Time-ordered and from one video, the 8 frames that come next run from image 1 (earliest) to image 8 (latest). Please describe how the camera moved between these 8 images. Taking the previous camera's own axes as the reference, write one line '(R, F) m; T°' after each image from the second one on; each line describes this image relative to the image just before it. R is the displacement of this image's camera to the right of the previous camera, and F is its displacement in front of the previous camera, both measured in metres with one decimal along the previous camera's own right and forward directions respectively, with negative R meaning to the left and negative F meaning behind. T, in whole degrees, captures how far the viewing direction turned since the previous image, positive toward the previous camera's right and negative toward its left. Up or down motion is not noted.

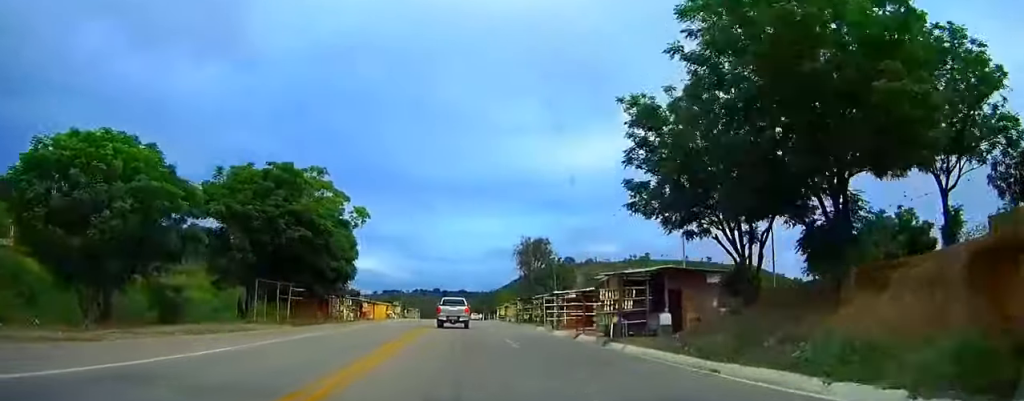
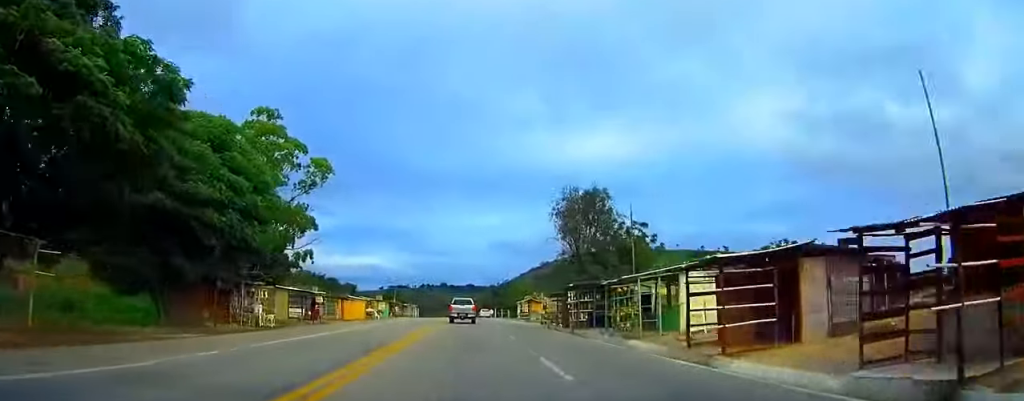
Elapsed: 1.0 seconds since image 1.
(0.0, +26.2) m; 0°
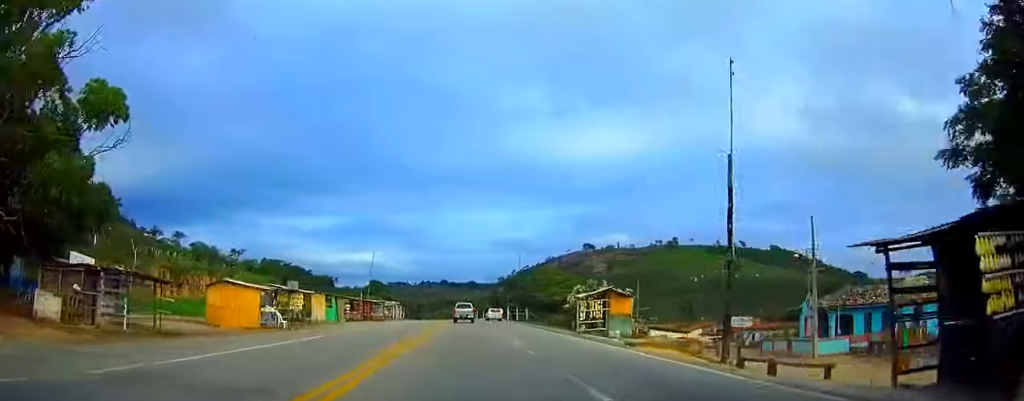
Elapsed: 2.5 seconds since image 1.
(0.0, +37.6) m; 0°
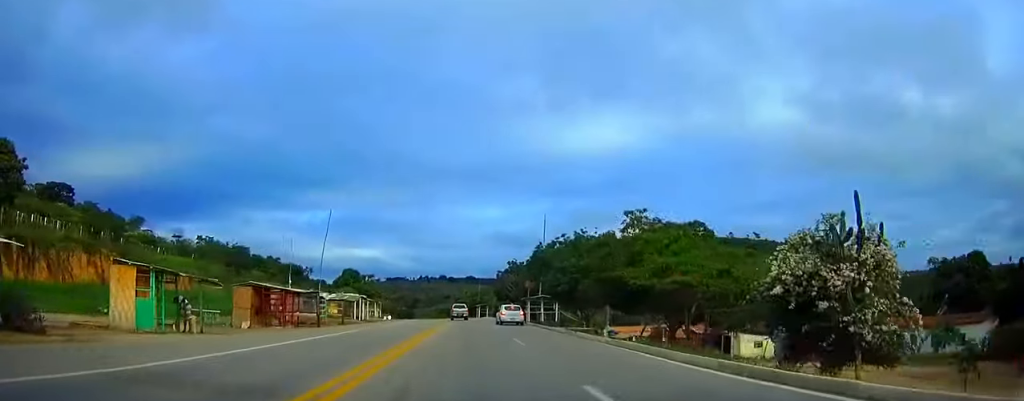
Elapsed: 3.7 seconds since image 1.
(-0.2, +32.3) m; 0°
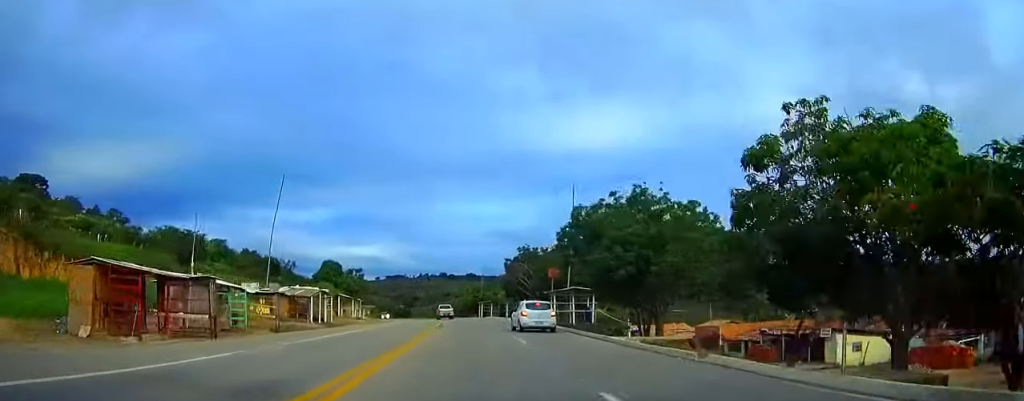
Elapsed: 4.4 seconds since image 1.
(0.0, +17.8) m; 0°
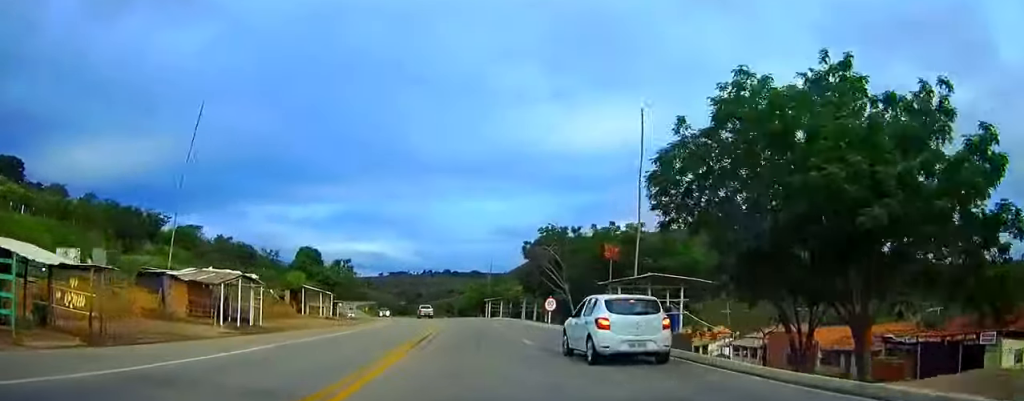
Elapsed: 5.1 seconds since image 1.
(0.0, +17.7) m; -1°
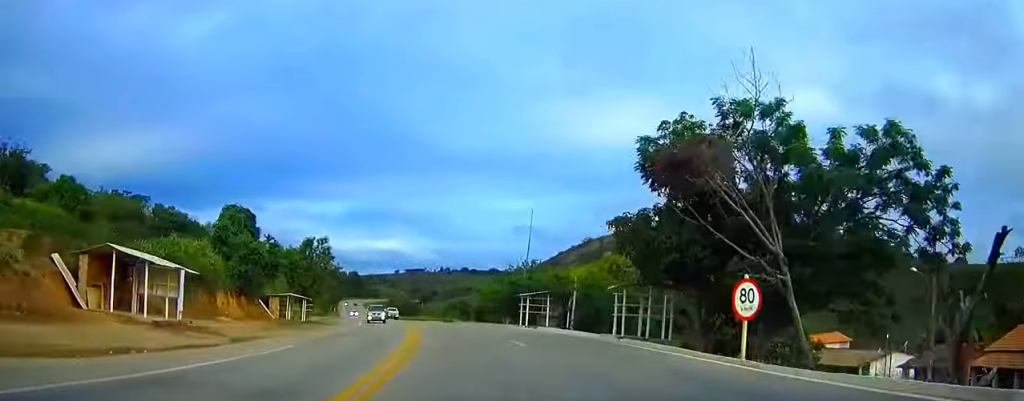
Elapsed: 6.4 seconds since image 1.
(-1.0, +33.0) m; -2°
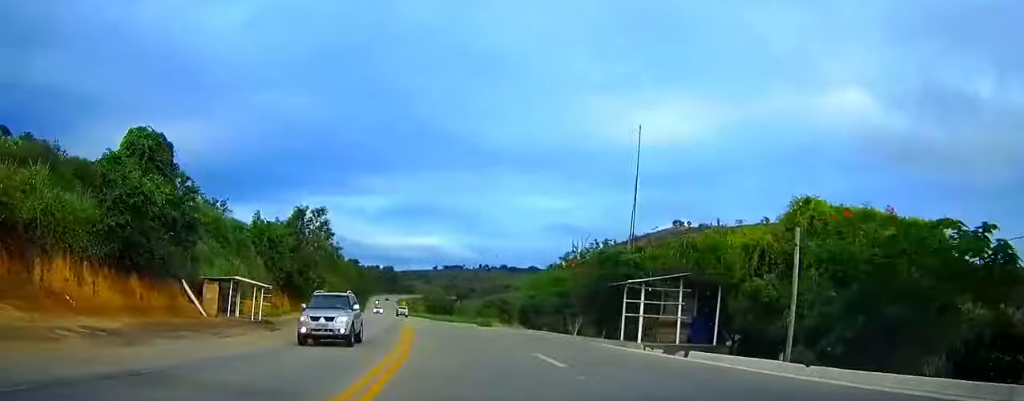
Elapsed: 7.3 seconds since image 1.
(0.0, +22.5) m; 0°
